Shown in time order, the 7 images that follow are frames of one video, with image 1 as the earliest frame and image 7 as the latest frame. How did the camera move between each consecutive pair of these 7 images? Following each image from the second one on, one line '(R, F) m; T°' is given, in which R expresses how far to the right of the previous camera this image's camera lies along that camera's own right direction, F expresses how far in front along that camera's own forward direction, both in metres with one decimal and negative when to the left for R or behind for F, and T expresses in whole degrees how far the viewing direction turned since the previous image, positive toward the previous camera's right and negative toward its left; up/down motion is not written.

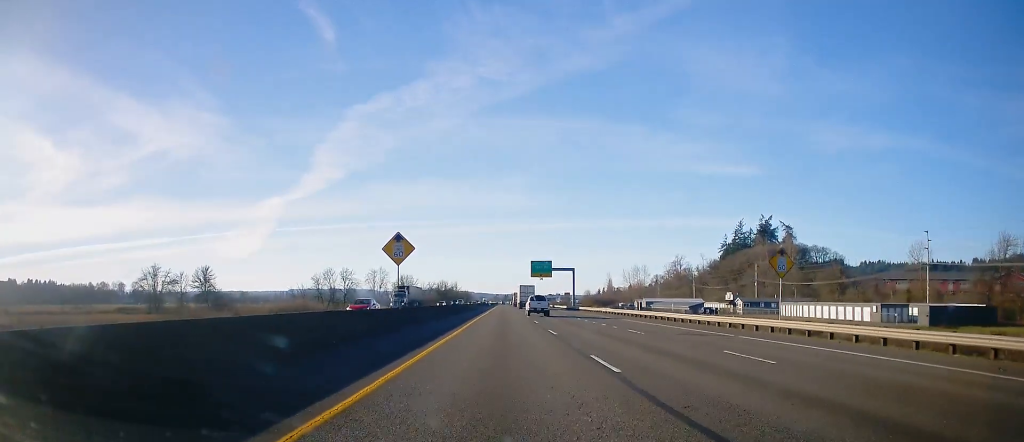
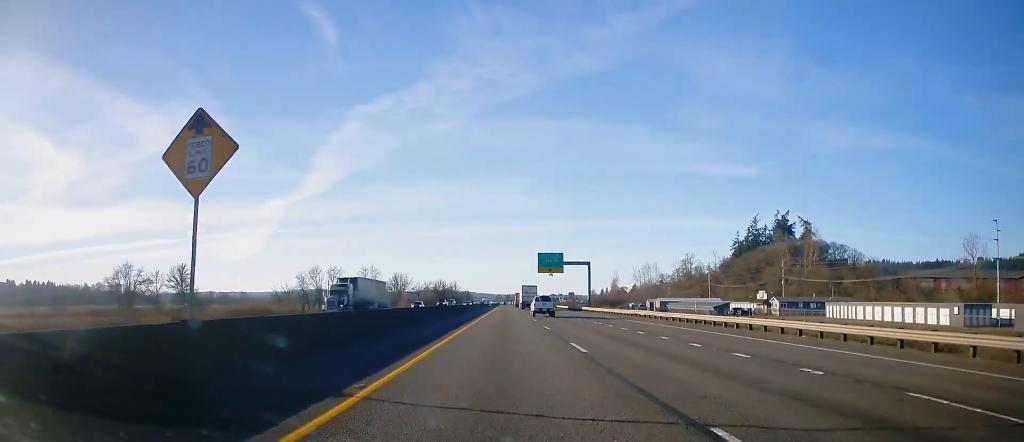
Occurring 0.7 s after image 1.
(-0.2, +20.0) m; 0°
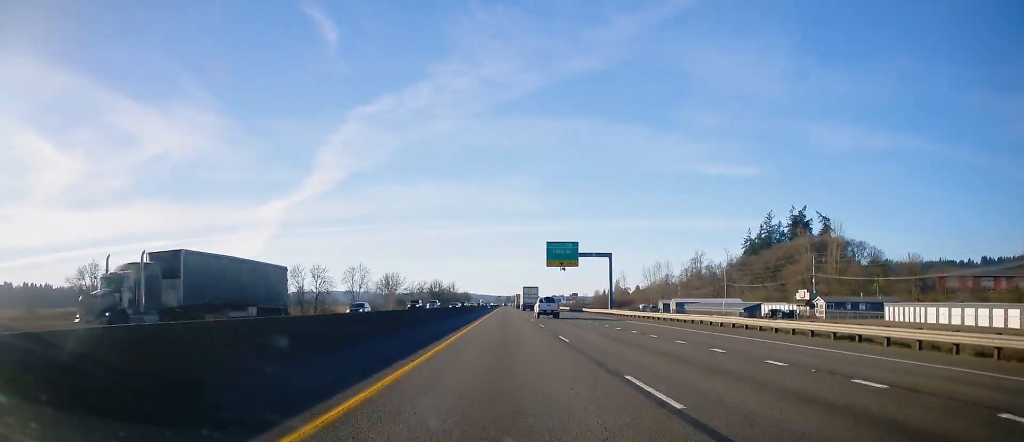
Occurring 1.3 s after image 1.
(0.0, +20.2) m; 0°
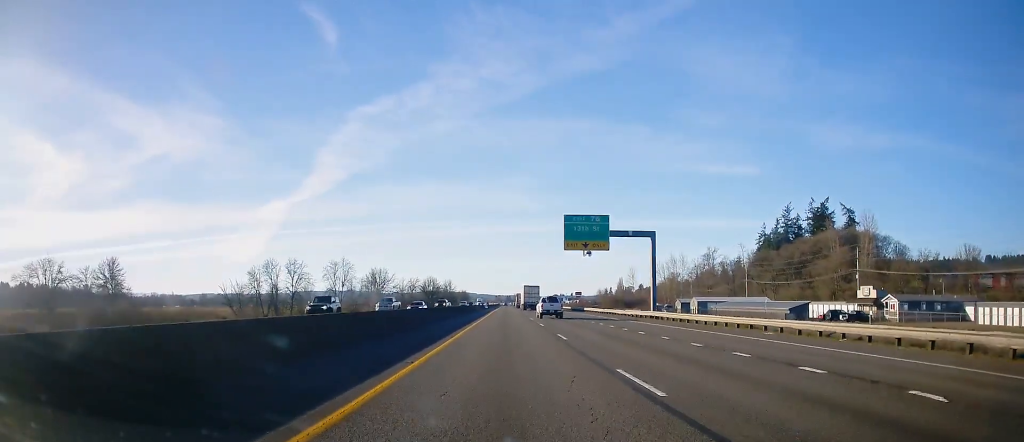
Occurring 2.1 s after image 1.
(-0.1, +23.5) m; 0°
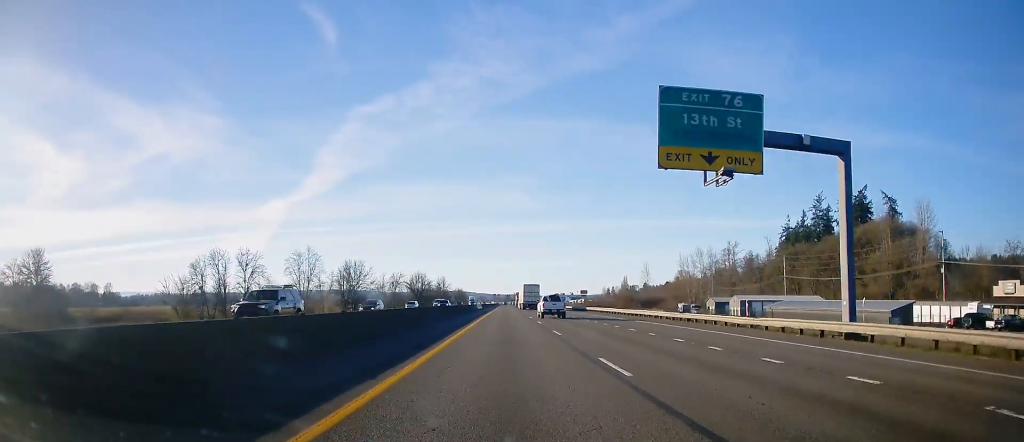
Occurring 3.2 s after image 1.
(0.0, +34.4) m; 0°
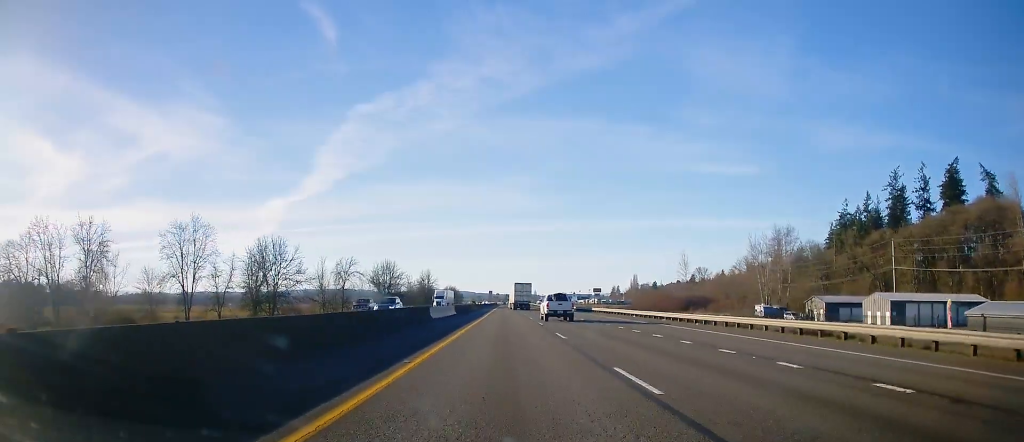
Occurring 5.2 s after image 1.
(-0.1, +63.2) m; 0°
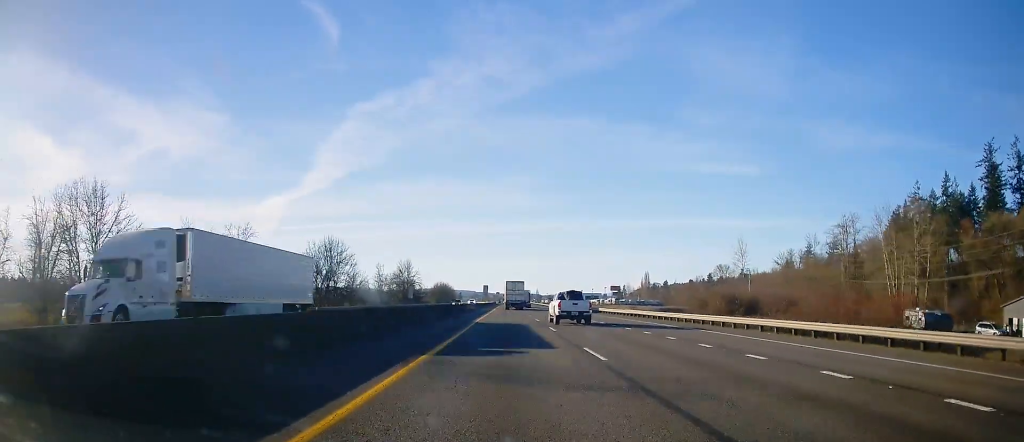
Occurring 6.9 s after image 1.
(+0.5, +56.5) m; 0°
